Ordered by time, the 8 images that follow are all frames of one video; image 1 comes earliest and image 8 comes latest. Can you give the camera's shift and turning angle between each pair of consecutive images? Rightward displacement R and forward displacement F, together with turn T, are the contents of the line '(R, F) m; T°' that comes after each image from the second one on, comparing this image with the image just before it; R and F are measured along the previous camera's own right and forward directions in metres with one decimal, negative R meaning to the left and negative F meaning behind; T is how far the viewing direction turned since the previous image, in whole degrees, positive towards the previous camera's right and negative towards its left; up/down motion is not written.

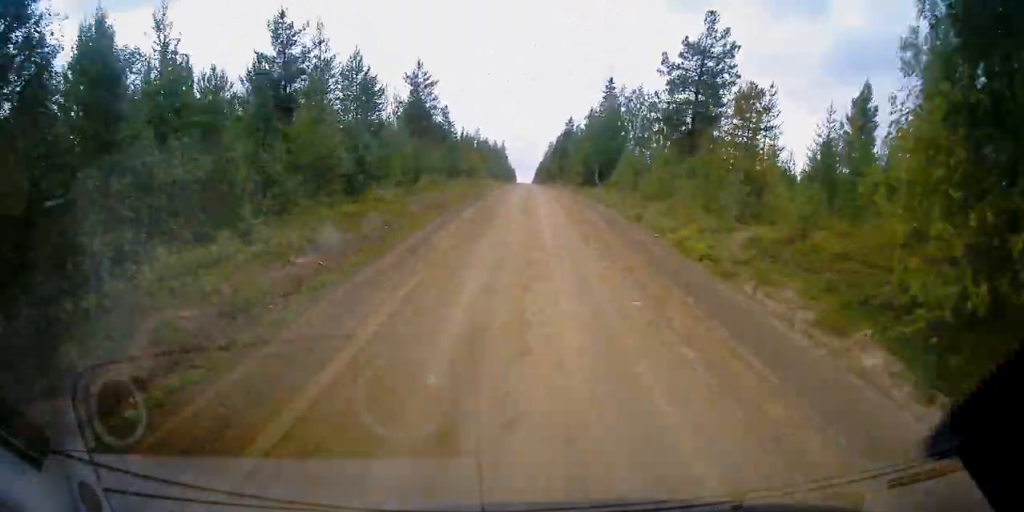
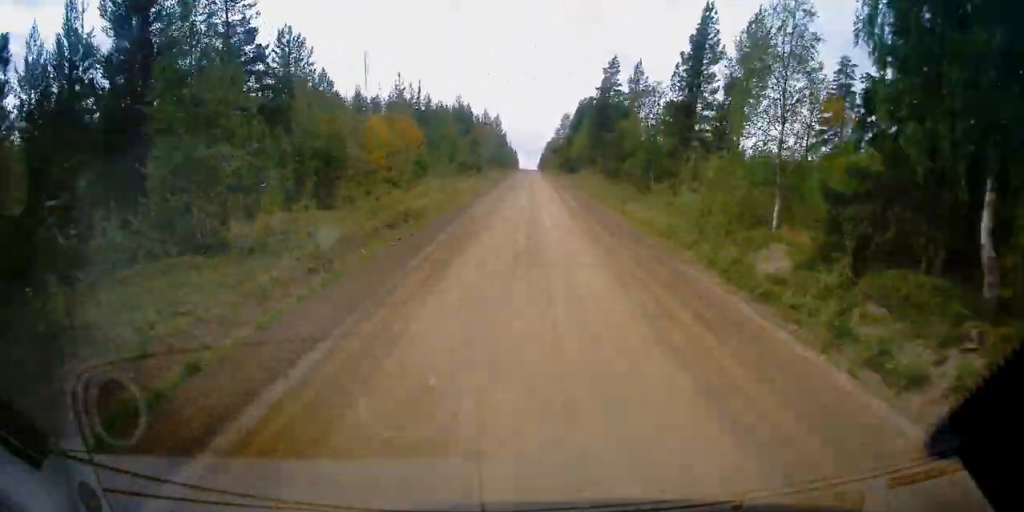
(+0.3, +62.5) m; -2°
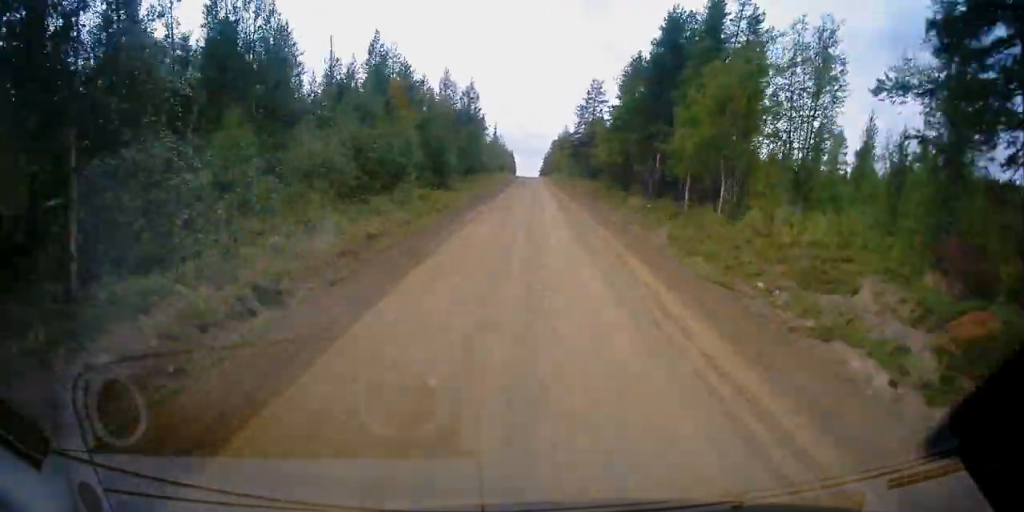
(-3.0, +70.2) m; -2°
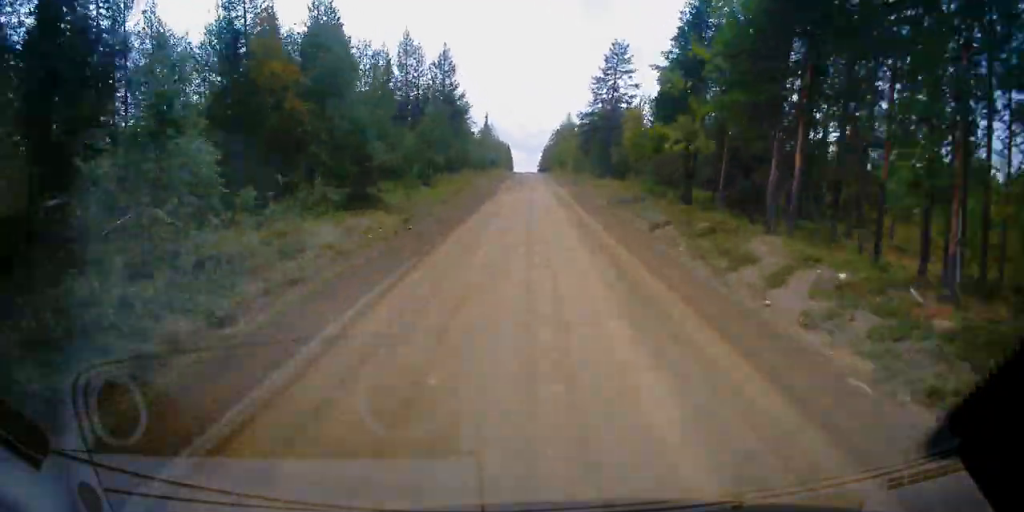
(+1.7, +22.1) m; -3°
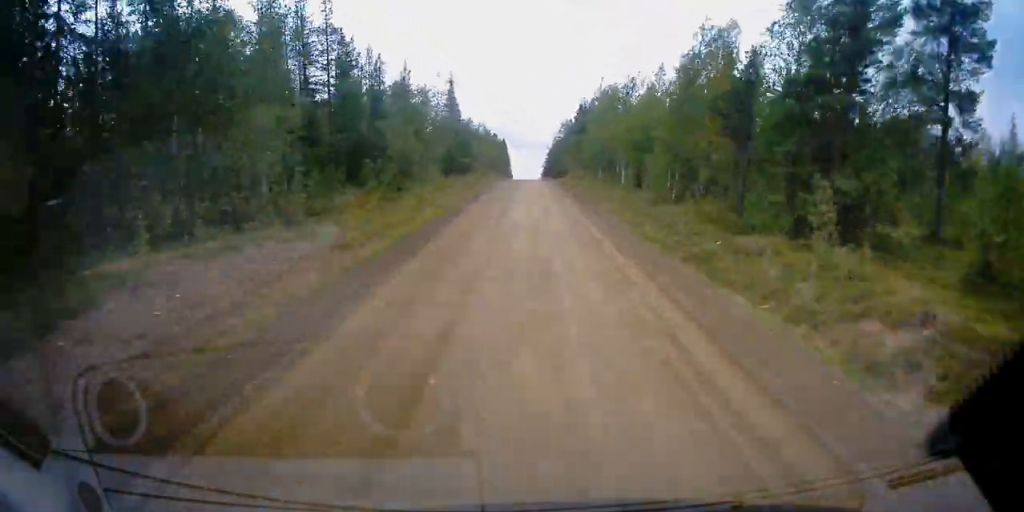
(-6.9, +60.3) m; +7°
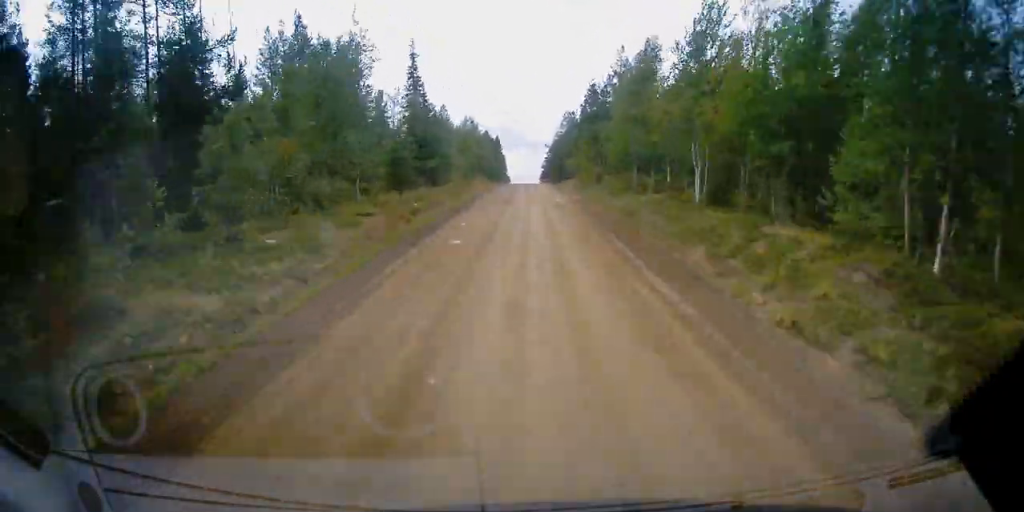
(+5.8, +22.8) m; +4°
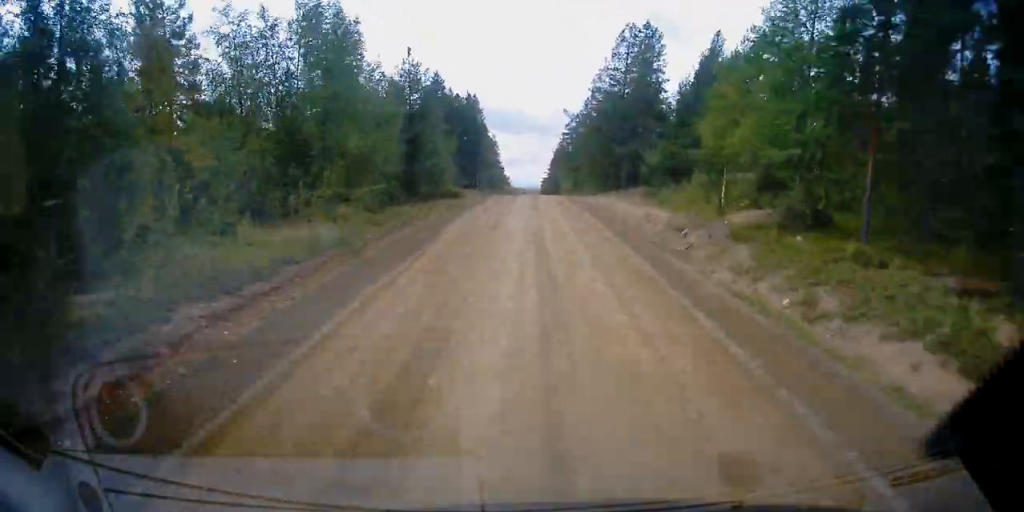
(+2.5, +82.0) m; -4°
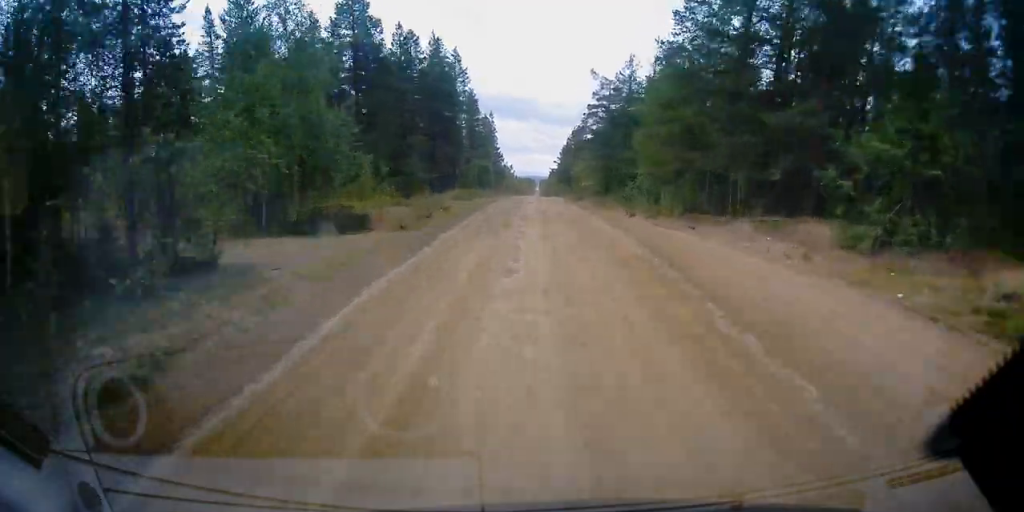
(+0.6, +32.7) m; +1°
